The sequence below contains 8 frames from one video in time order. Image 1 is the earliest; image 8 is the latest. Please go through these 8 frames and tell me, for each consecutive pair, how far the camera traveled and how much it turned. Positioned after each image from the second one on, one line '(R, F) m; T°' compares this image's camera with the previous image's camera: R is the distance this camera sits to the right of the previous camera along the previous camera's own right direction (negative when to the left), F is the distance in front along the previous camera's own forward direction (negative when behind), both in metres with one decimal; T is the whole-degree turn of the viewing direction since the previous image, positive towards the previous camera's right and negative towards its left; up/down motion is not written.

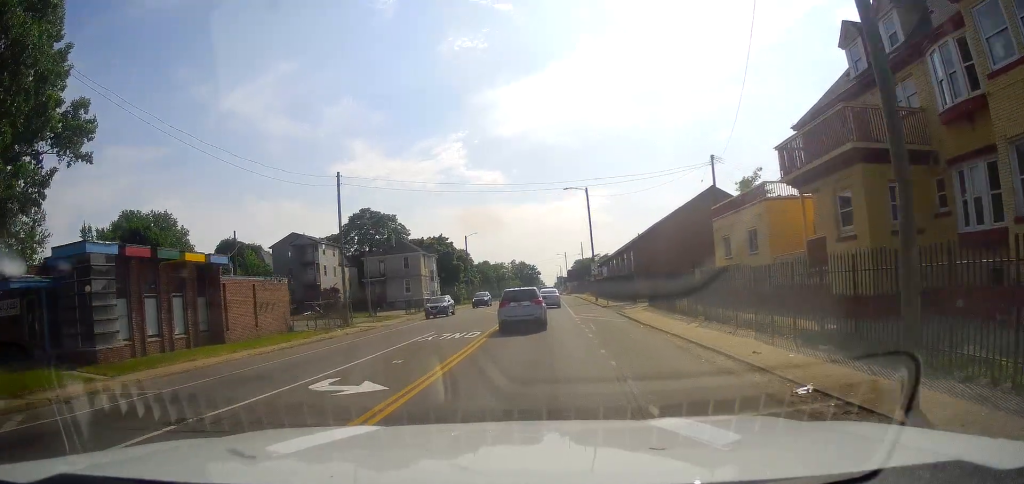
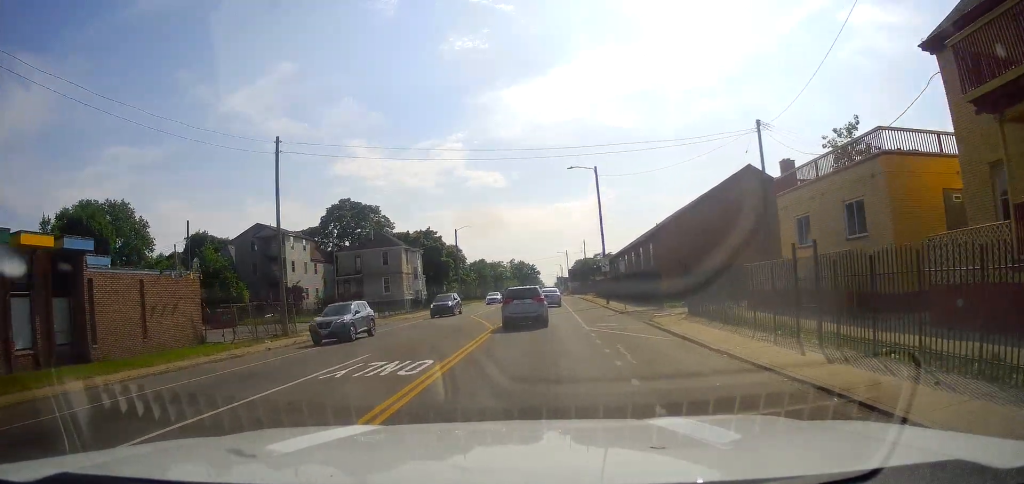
(-0.1, +10.1) m; 0°
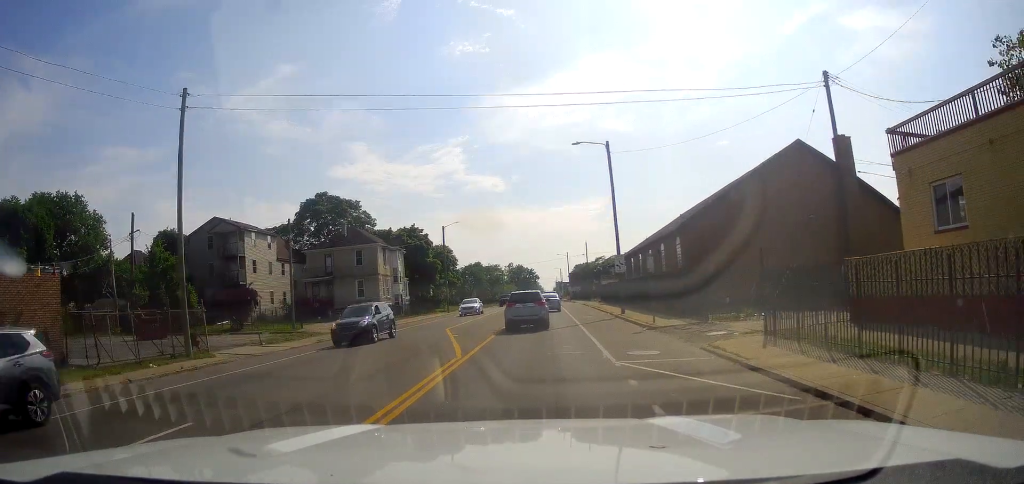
(+0.1, +9.4) m; 0°
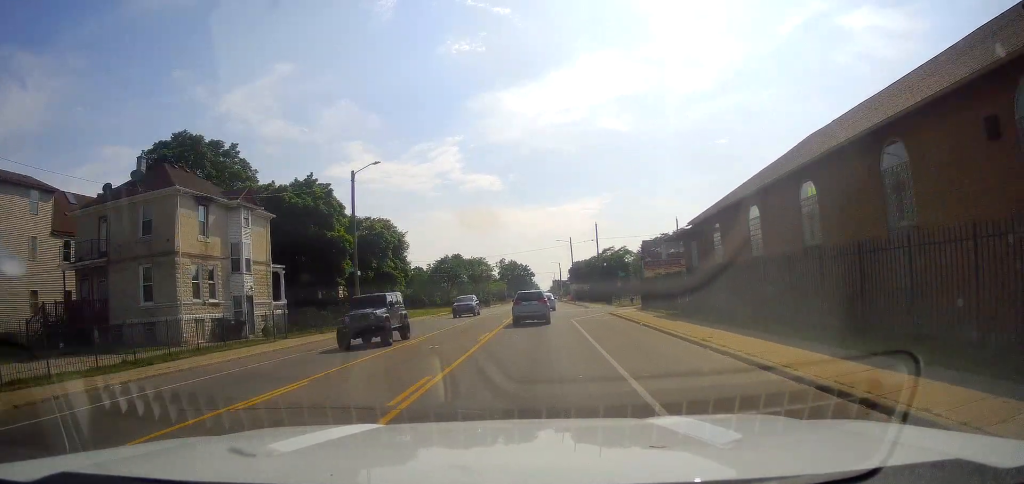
(-0.4, +32.9) m; 0°
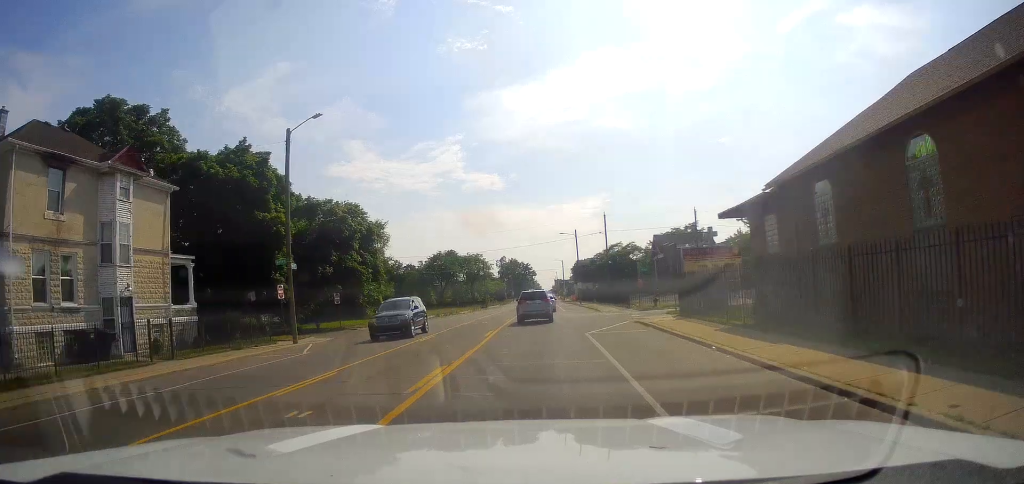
(+0.4, +10.9) m; +1°
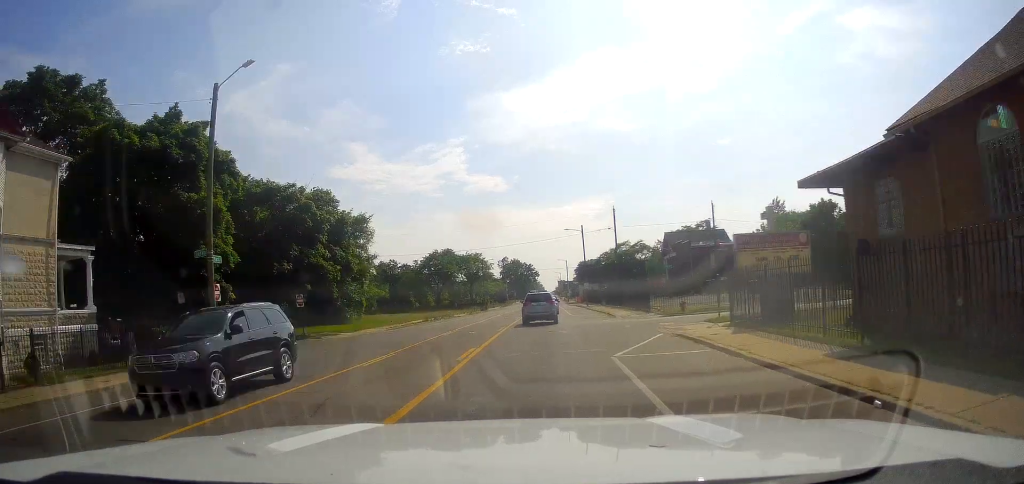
(-0.1, +7.4) m; -1°
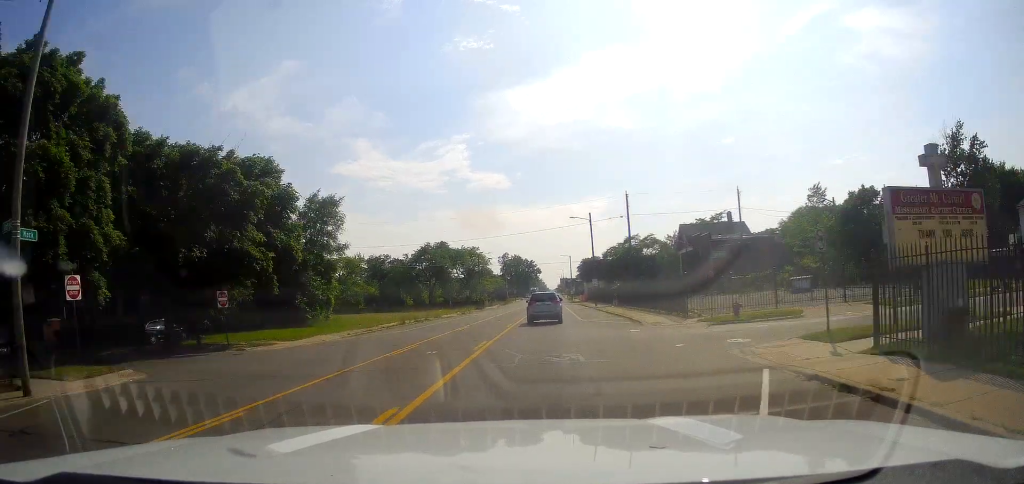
(-0.1, +9.4) m; -1°
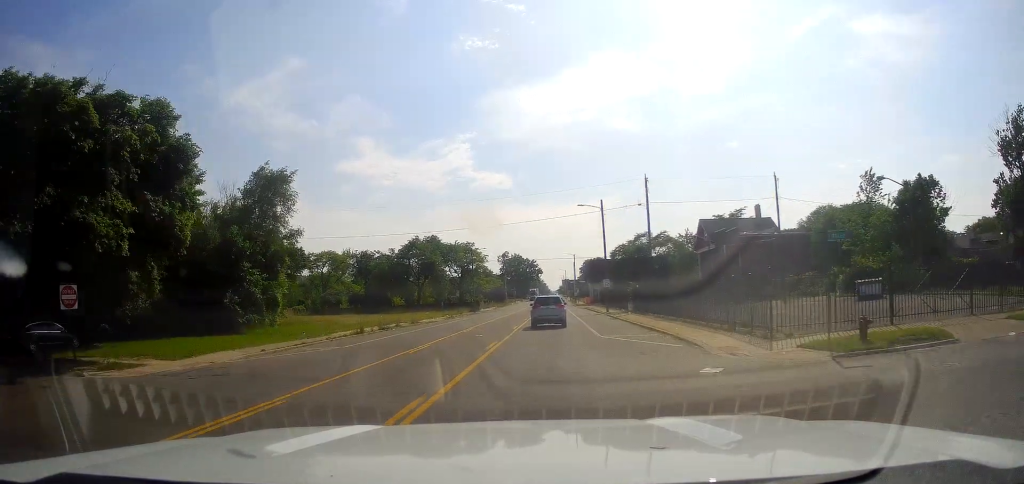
(0.0, +10.7) m; -1°
